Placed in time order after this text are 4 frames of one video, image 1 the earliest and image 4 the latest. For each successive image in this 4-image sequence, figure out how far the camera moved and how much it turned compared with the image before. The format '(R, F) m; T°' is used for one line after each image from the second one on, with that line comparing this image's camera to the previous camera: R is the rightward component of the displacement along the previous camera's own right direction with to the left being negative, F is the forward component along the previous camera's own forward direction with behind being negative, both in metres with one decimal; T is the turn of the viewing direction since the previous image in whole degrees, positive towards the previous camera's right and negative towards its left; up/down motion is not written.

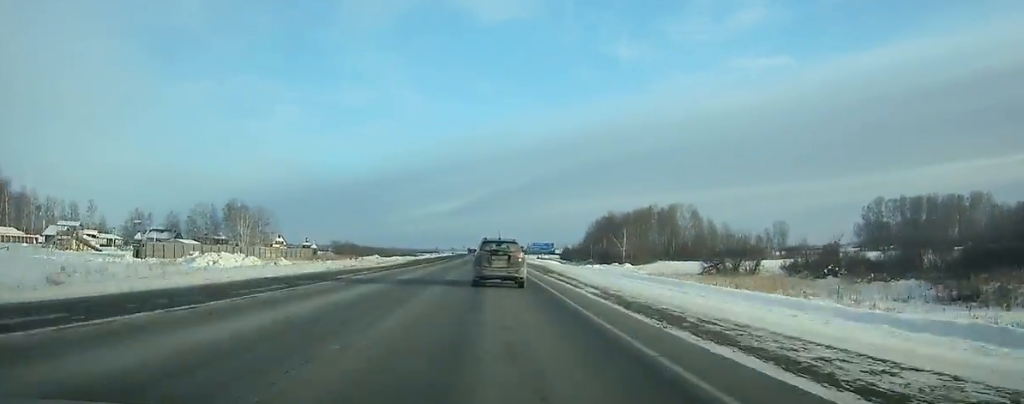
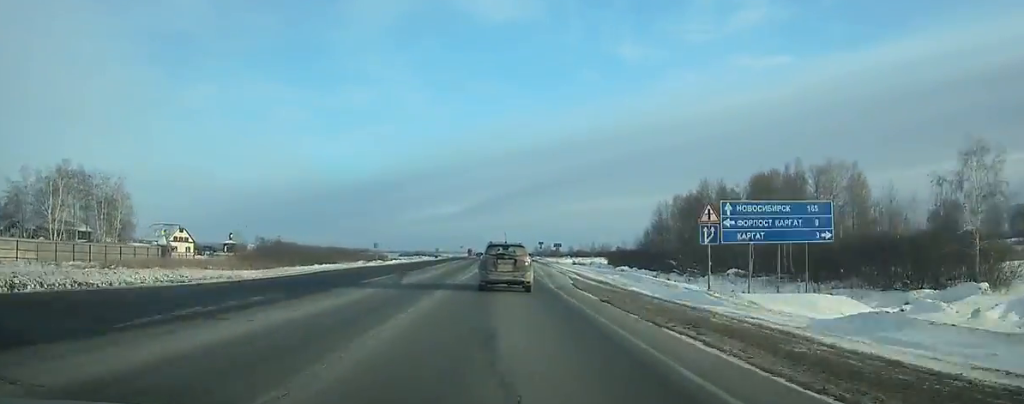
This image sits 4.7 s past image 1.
(-0.3, +101.8) m; 0°
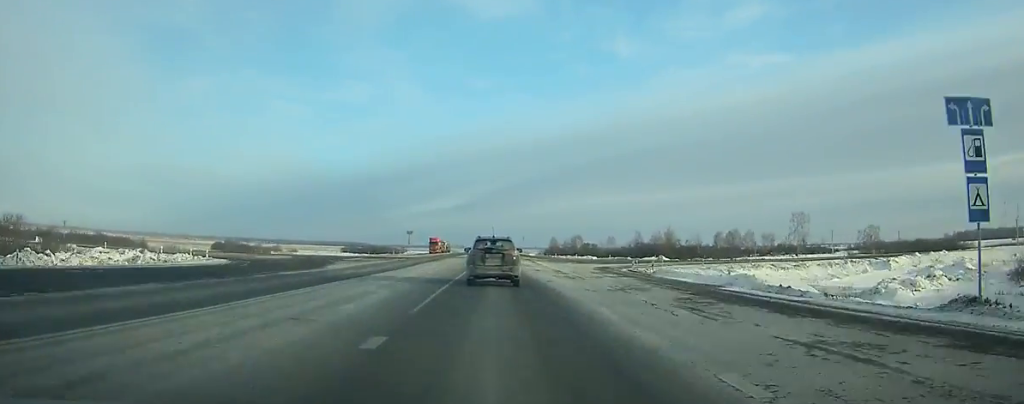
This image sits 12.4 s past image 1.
(+0.3, +164.8) m; 0°
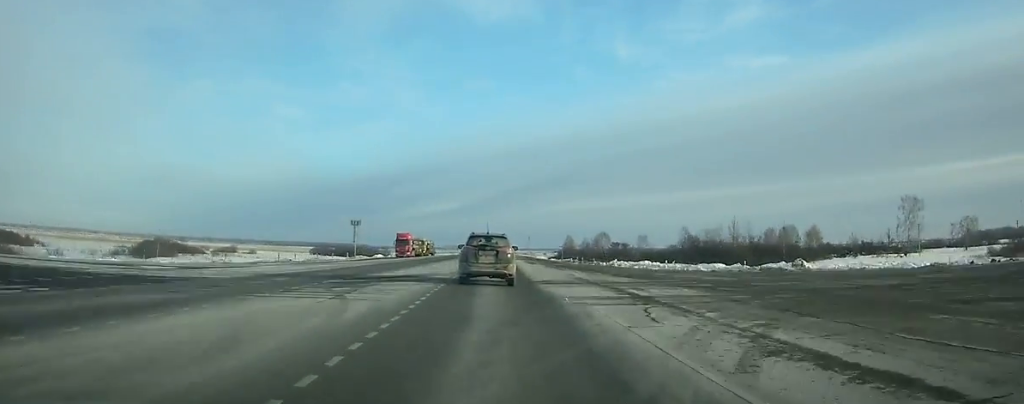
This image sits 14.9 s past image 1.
(-0.1, +53.4) m; 0°
